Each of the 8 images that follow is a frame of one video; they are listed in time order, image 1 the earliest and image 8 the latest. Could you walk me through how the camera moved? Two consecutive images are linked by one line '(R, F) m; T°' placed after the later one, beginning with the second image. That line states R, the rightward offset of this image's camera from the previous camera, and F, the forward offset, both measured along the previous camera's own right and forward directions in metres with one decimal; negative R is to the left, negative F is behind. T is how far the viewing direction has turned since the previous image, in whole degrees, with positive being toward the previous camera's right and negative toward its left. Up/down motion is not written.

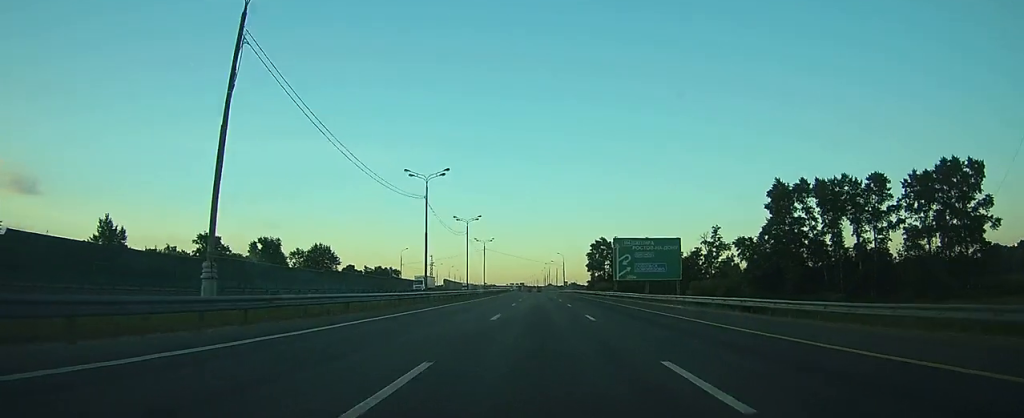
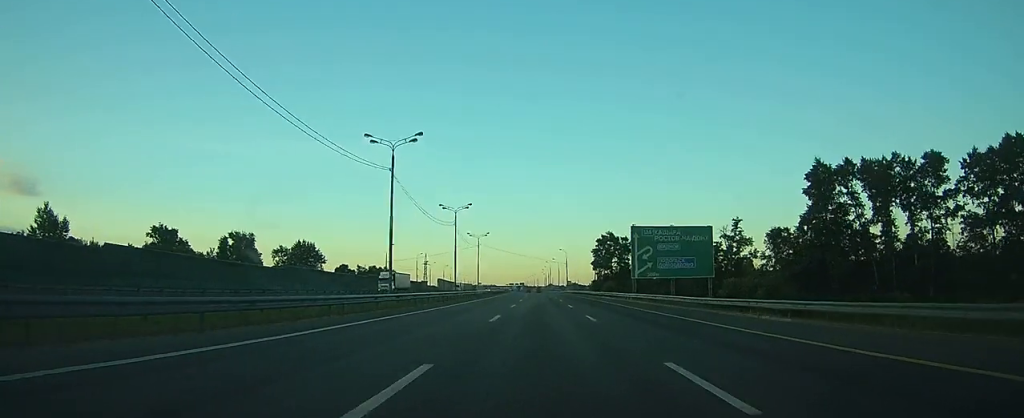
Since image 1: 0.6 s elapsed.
(0.0, +15.9) m; 0°
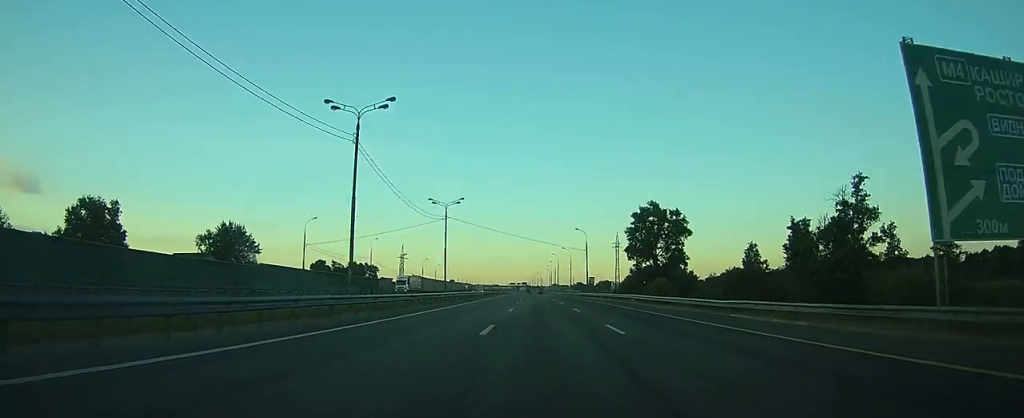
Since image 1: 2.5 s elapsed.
(+0.1, +53.5) m; 0°
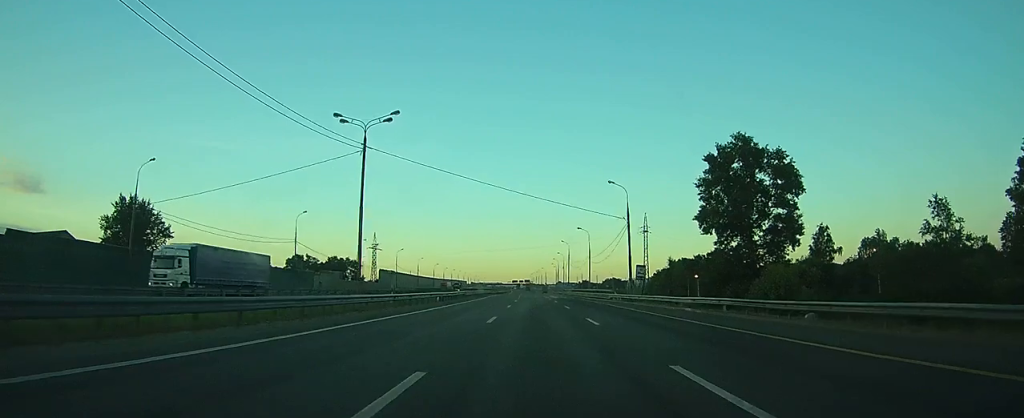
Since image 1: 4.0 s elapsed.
(-0.3, +42.9) m; -1°
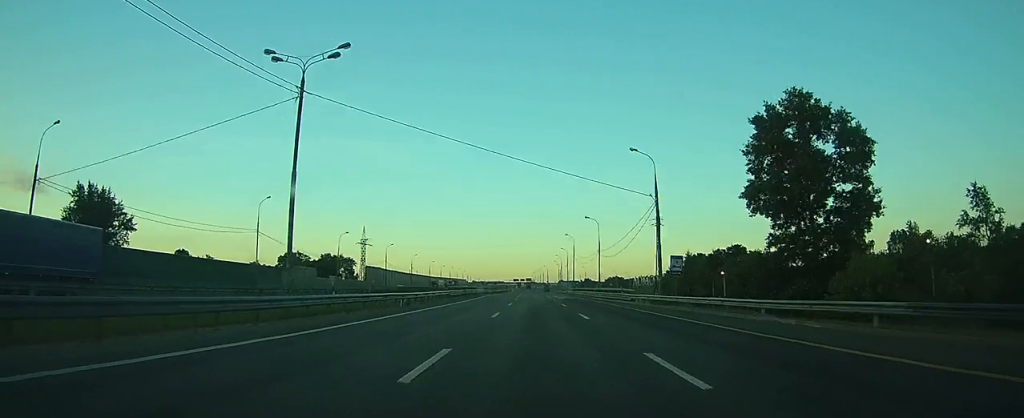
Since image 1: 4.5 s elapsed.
(0.0, +13.0) m; 0°
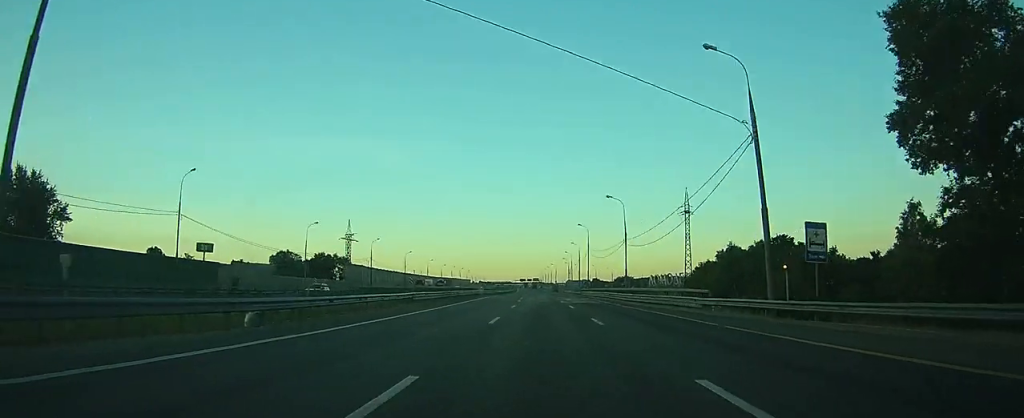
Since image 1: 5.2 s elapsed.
(0.0, +19.4) m; 0°
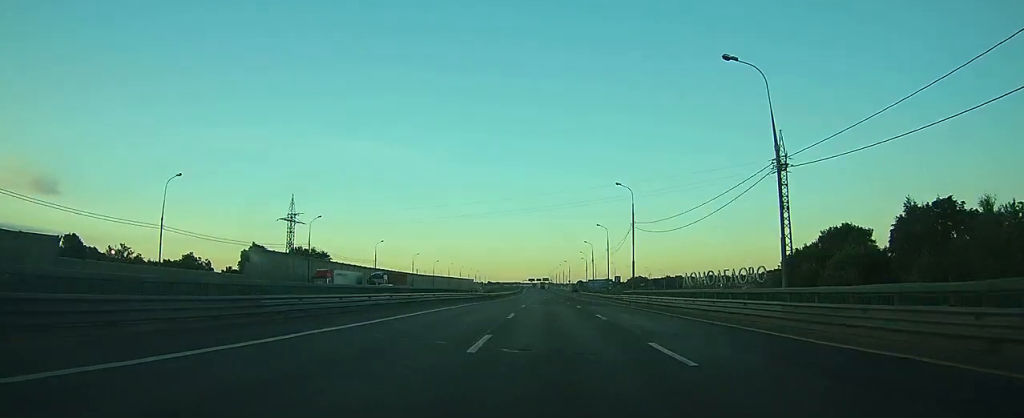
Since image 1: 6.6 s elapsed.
(-0.2, +40.5) m; 0°
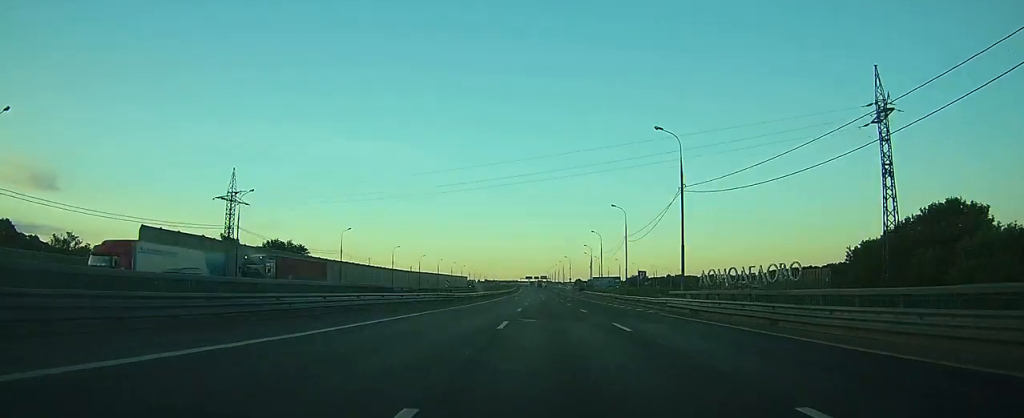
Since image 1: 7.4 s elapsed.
(0.0, +22.1) m; 0°
